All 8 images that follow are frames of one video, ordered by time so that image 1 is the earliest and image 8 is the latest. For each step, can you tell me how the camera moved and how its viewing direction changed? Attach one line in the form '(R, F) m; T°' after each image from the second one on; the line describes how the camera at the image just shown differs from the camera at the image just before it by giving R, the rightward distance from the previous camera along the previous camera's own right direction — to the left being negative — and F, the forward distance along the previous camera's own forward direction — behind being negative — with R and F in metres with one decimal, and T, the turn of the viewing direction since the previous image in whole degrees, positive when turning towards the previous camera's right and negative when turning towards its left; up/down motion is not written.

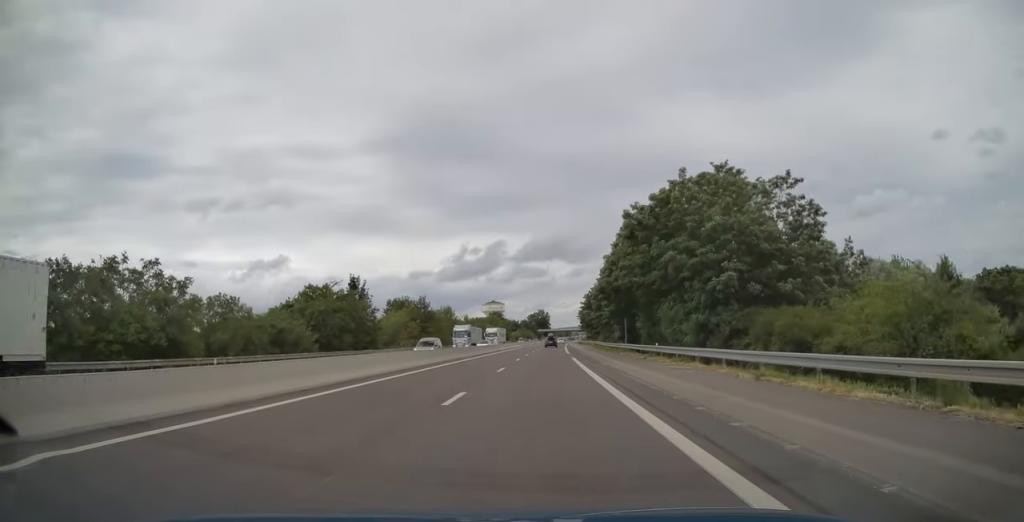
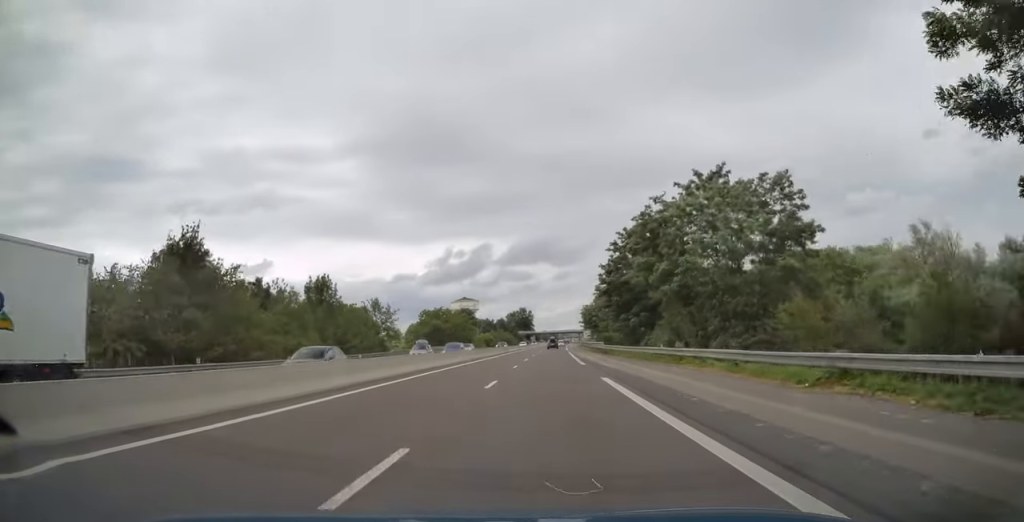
(+0.8, +73.6) m; +1°
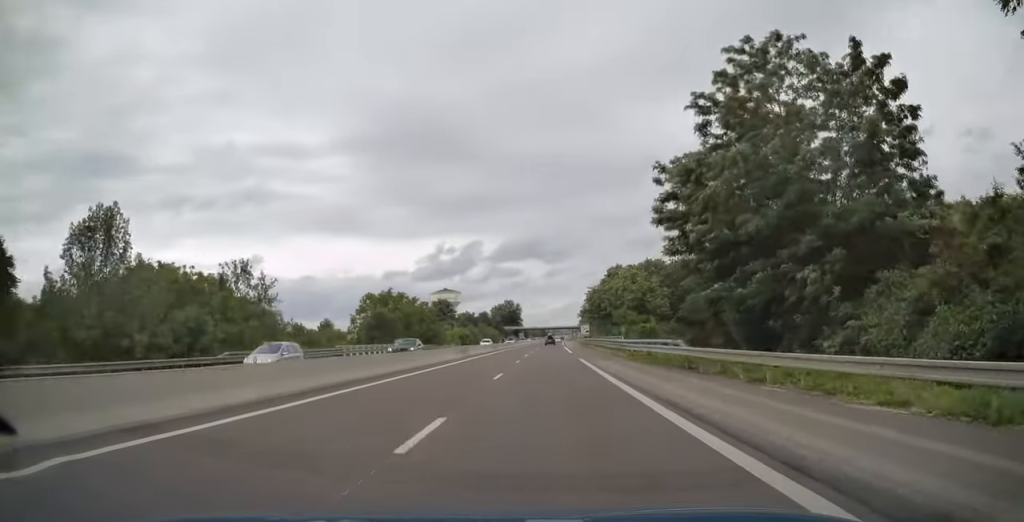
(+0.3, +36.7) m; +1°
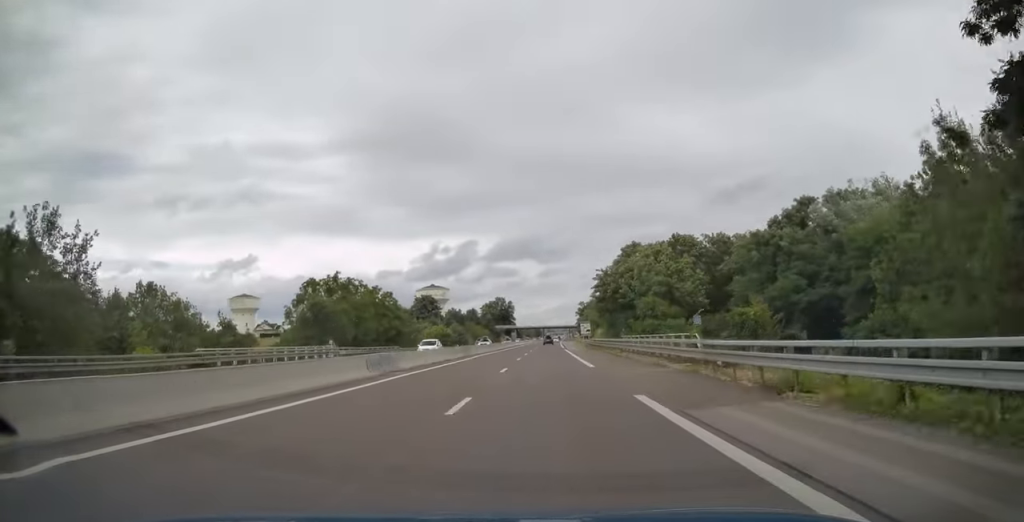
(+0.1, +22.6) m; +1°
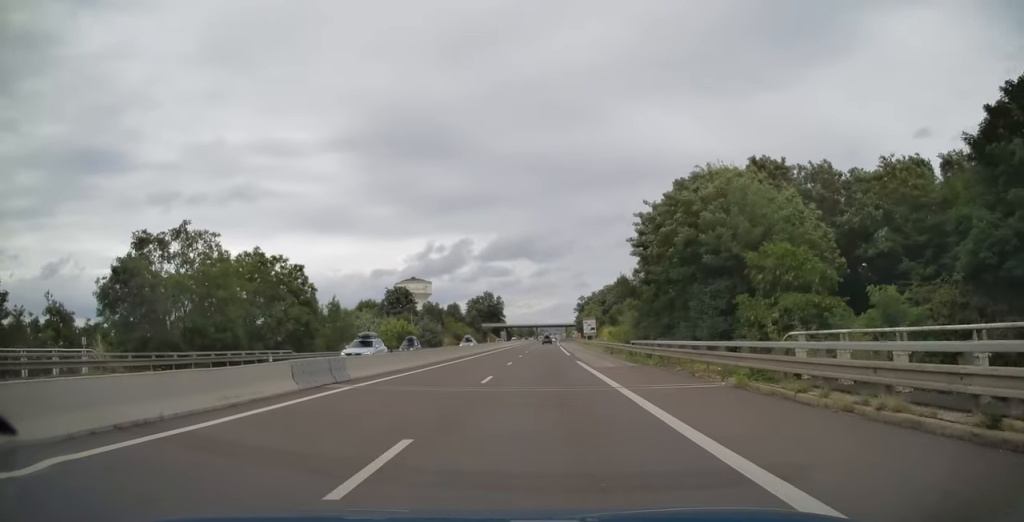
(+0.2, +31.9) m; 0°
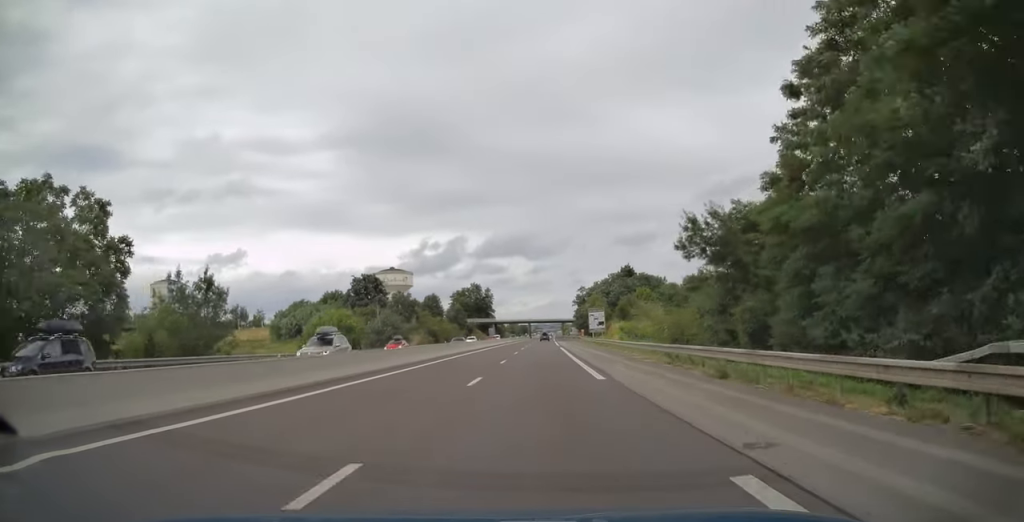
(0.0, +28.1) m; 0°
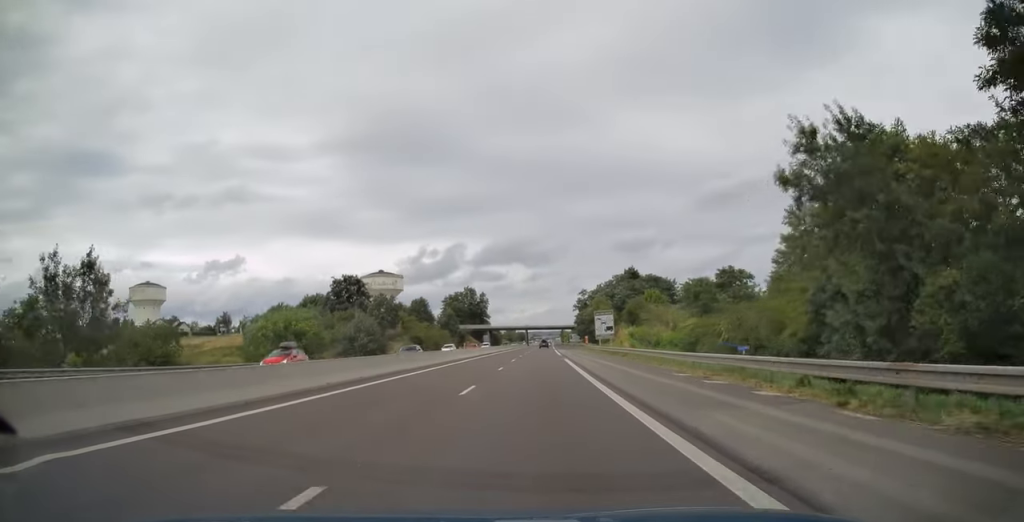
(+0.1, +14.1) m; 0°
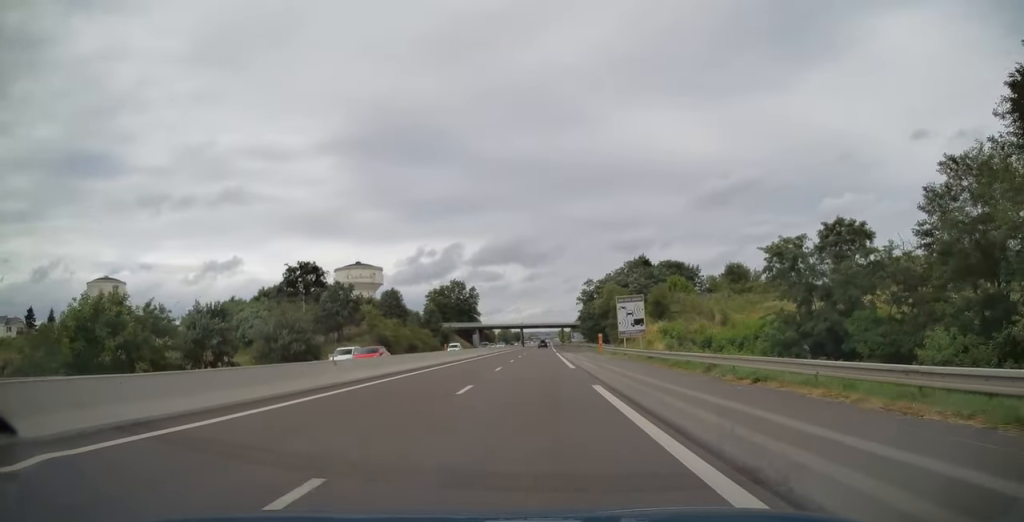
(+0.1, +25.9) m; +1°
